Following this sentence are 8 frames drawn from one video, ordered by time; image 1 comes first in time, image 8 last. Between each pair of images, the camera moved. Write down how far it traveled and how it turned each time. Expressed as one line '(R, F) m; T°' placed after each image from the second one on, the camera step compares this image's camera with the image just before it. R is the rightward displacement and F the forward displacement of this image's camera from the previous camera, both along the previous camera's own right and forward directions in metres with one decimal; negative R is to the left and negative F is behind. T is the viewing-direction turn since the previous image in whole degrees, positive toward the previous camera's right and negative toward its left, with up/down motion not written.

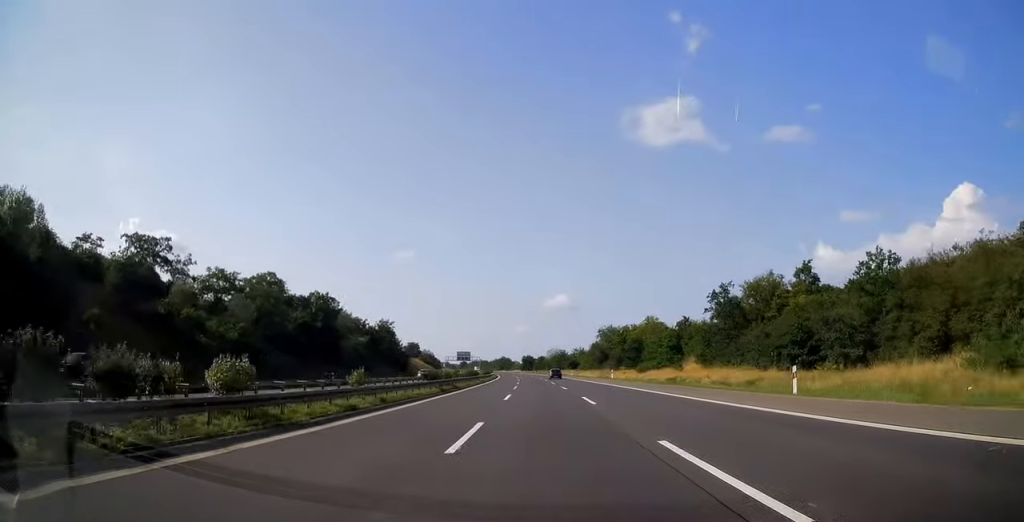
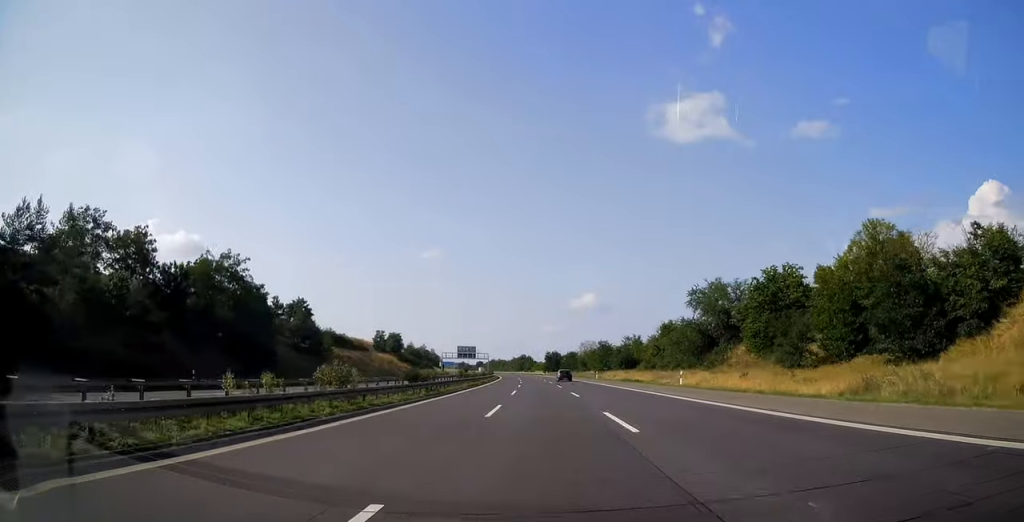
(-1.3, +82.6) m; -2°
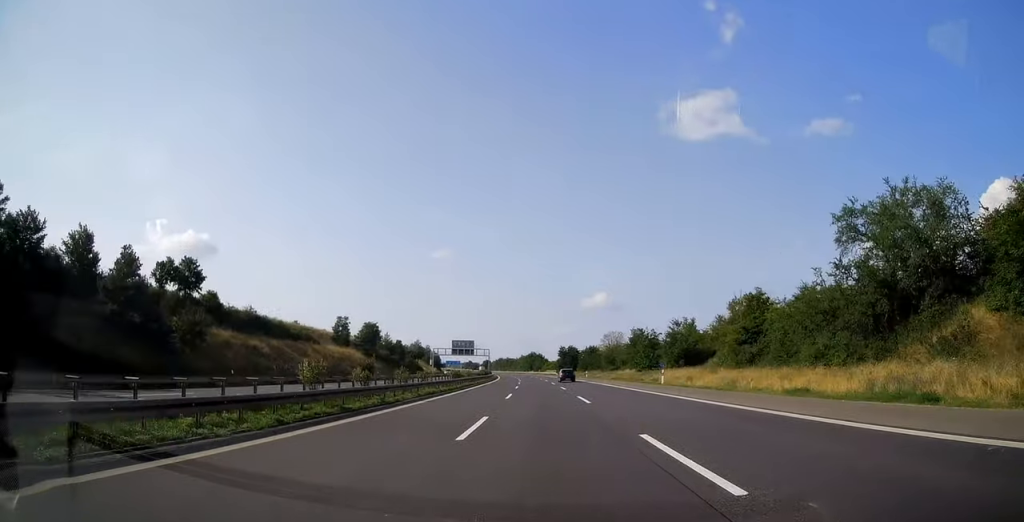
(-0.6, +42.6) m; -2°
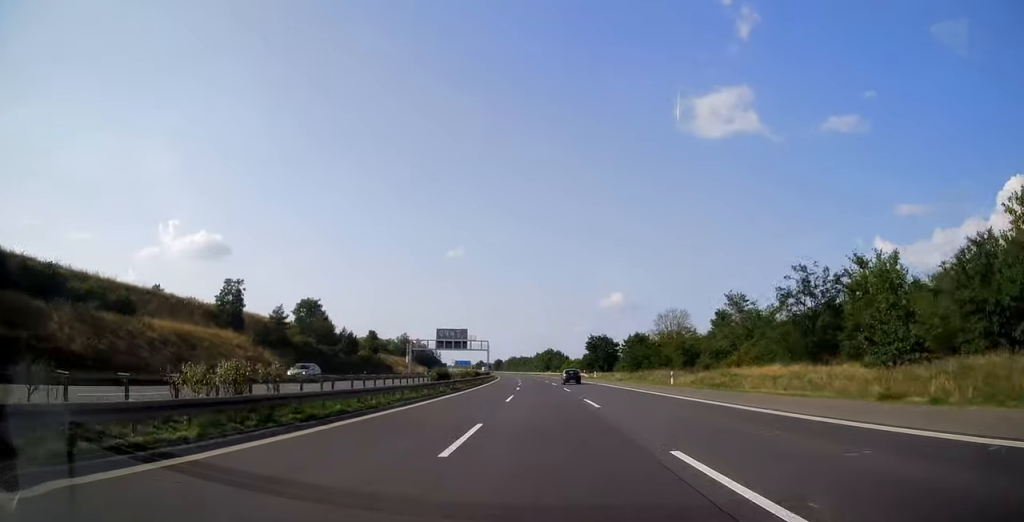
(-0.9, +57.0) m; -2°
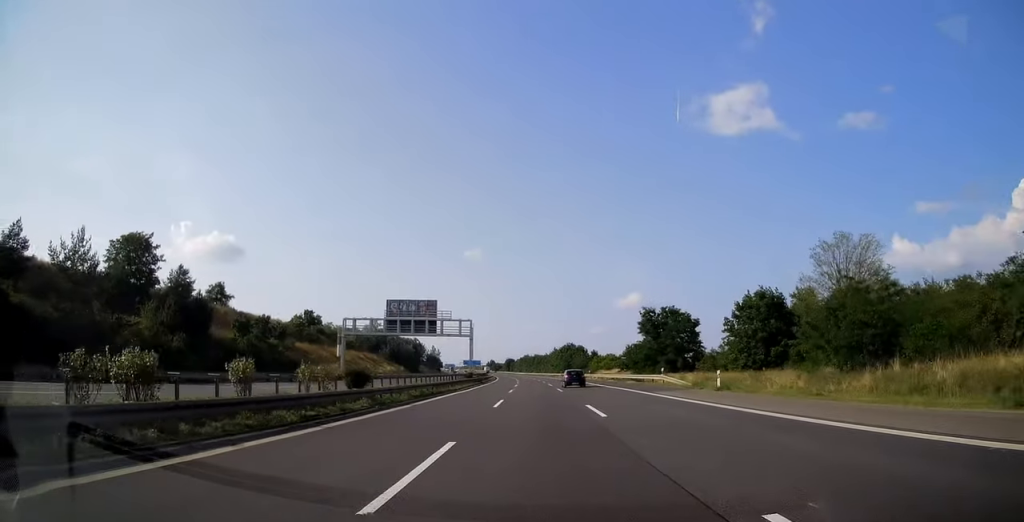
(-0.7, +57.8) m; -1°
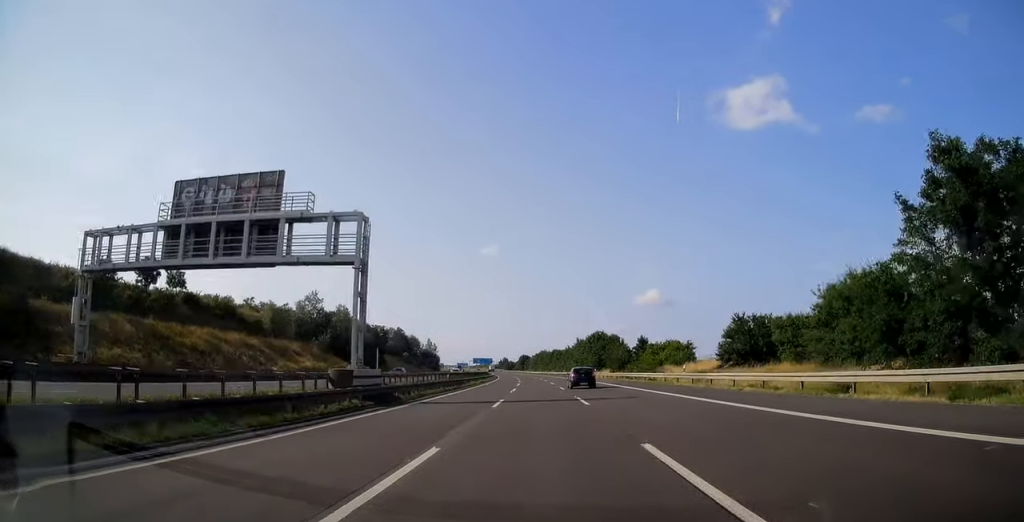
(-0.8, +56.0) m; -2°
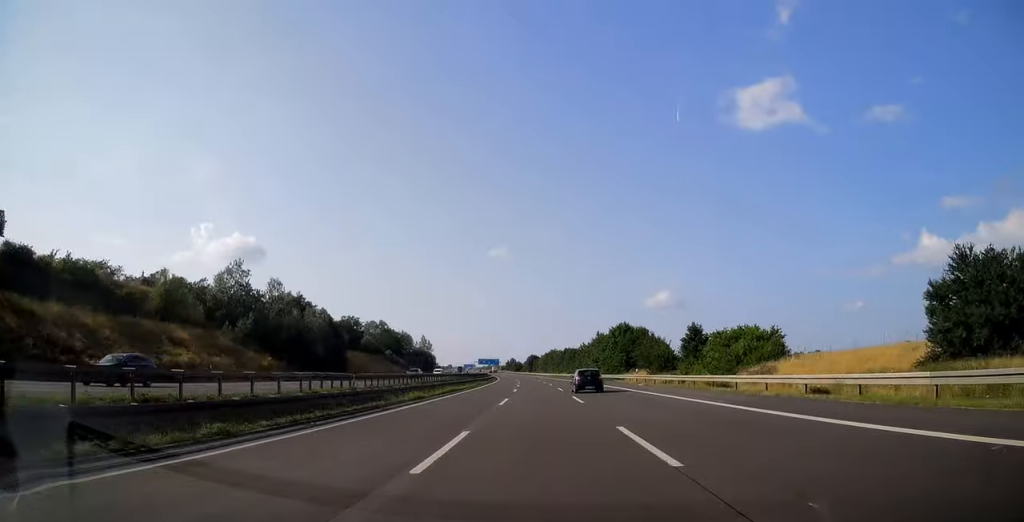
(-0.2, +31.9) m; -1°
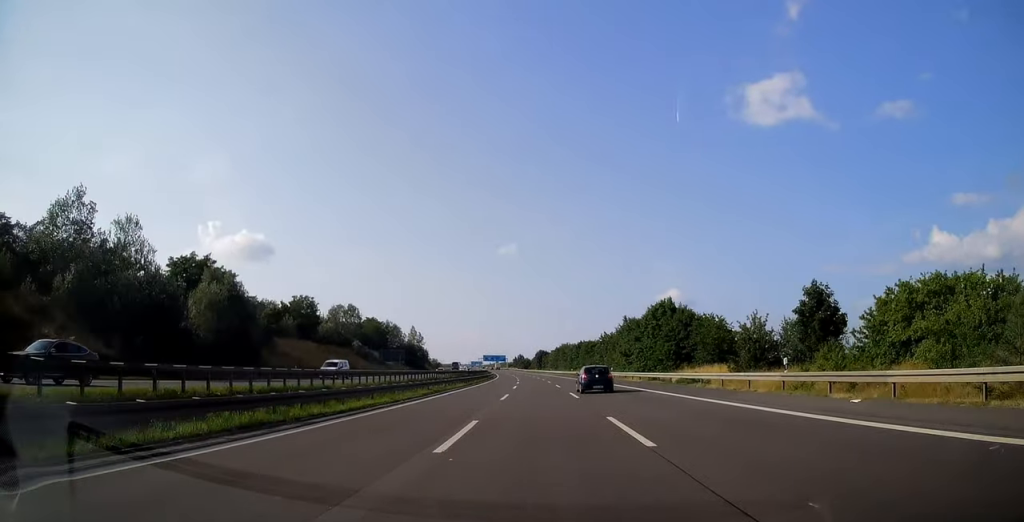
(-0.4, +34.2) m; -1°
